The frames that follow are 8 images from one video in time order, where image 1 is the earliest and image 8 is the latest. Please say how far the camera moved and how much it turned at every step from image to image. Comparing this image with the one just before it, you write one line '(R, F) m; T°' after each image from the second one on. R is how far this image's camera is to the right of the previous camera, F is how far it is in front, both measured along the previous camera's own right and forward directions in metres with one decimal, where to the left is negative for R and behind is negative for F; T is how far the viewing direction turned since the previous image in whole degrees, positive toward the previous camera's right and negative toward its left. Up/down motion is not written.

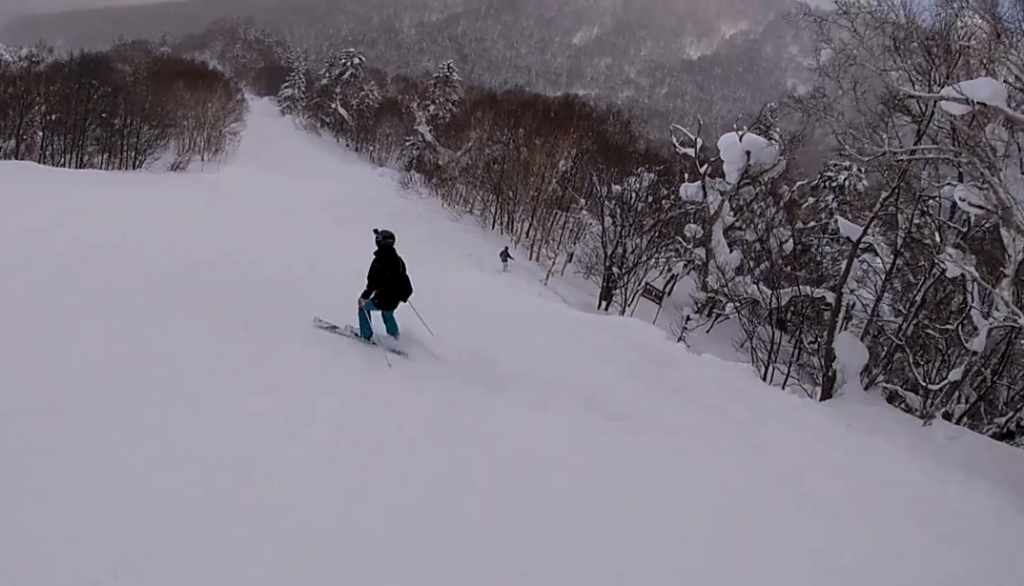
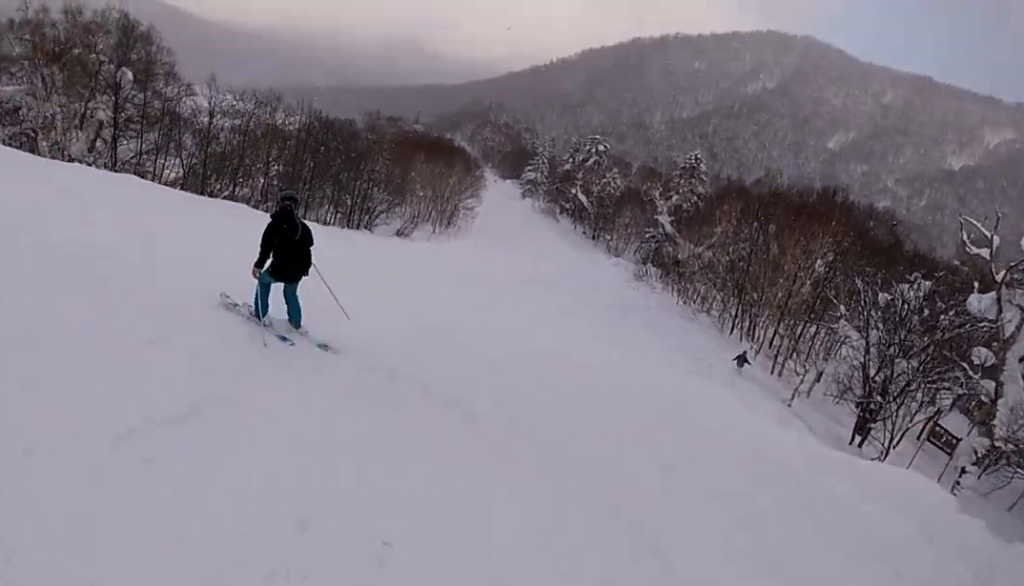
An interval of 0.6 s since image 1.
(-1.6, +3.4) m; -19°
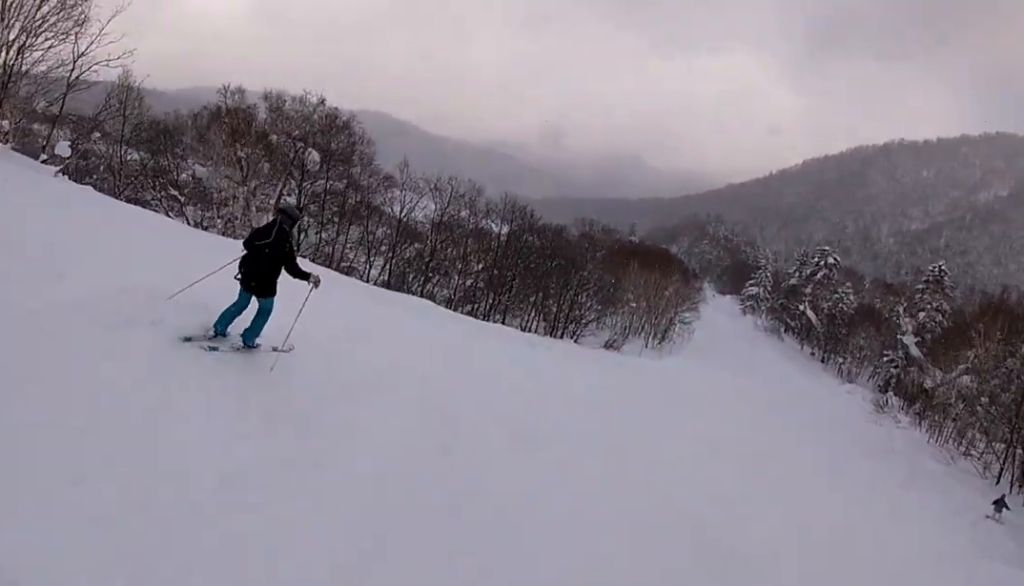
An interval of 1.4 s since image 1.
(-0.8, +4.4) m; -5°
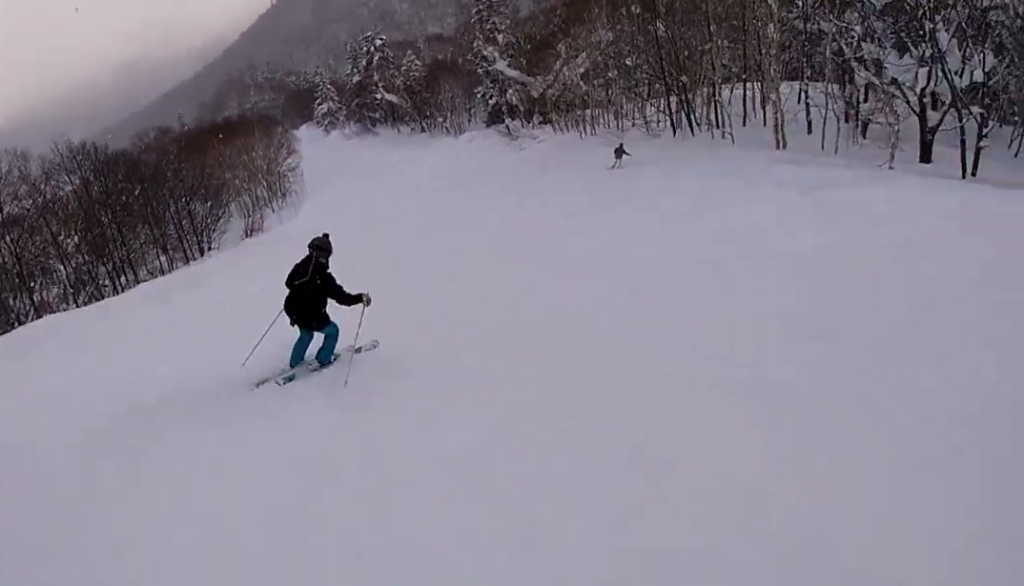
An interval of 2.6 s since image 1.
(+0.8, +6.6) m; +25°
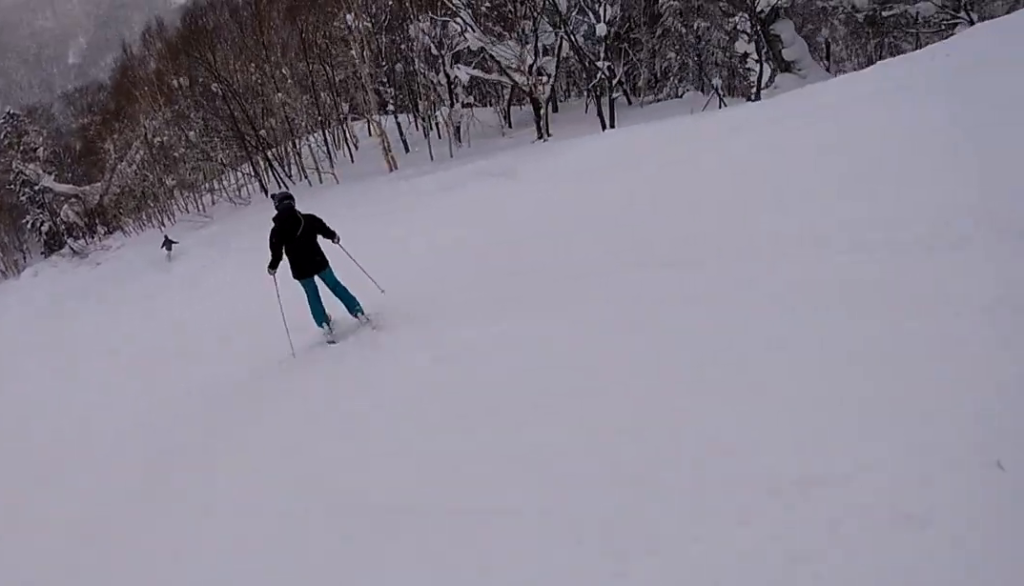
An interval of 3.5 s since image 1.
(+1.5, +5.9) m; +17°
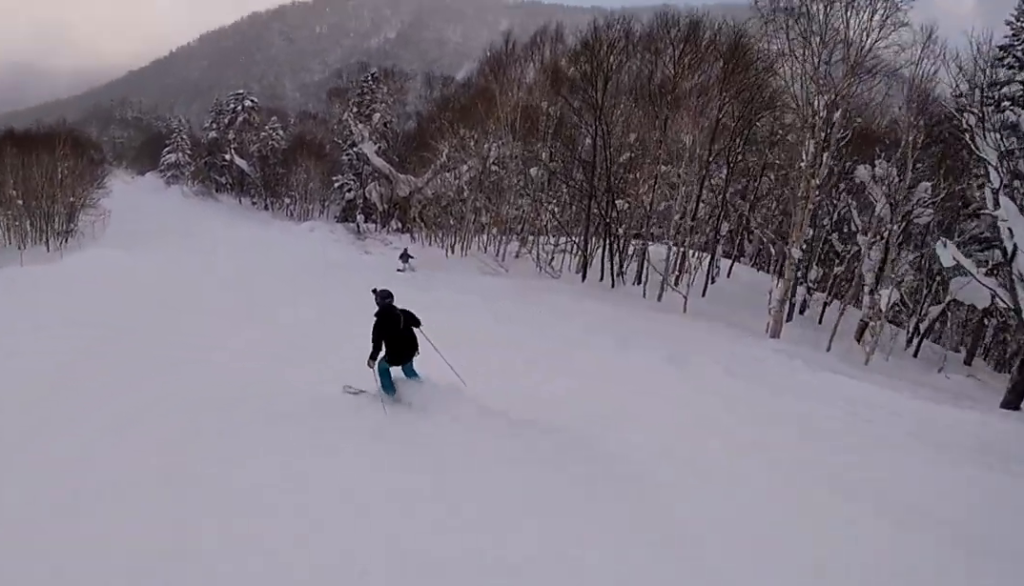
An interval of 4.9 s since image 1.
(+0.6, +9.8) m; -17°
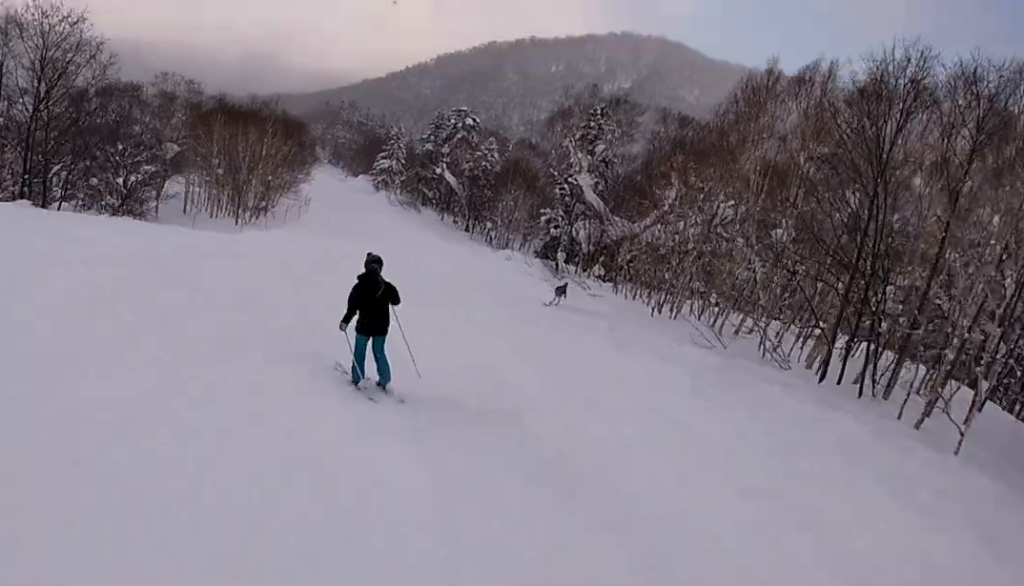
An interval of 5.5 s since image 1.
(-1.3, +4.7) m; -7°
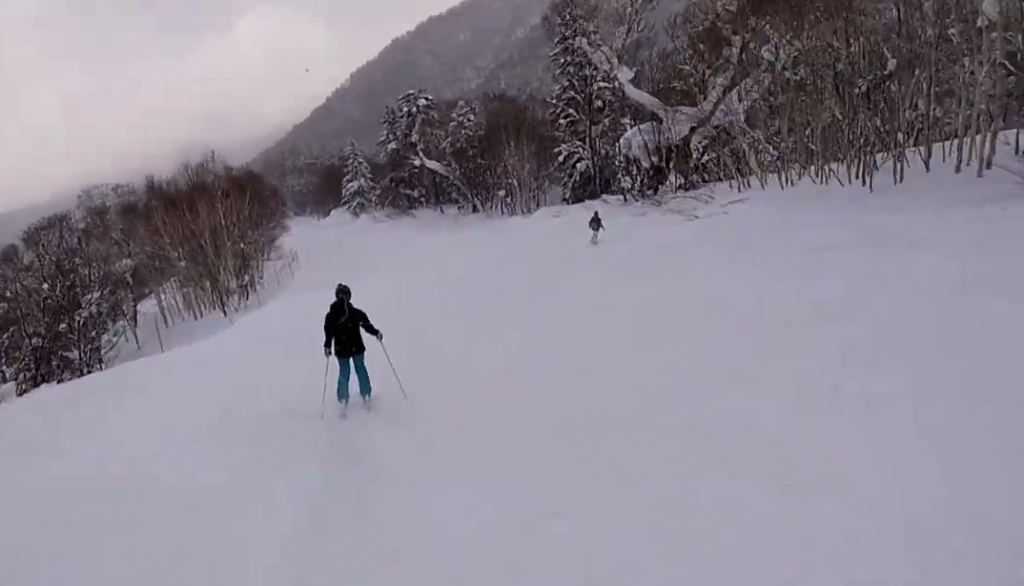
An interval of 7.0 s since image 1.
(-0.4, +13.2) m; +4°
